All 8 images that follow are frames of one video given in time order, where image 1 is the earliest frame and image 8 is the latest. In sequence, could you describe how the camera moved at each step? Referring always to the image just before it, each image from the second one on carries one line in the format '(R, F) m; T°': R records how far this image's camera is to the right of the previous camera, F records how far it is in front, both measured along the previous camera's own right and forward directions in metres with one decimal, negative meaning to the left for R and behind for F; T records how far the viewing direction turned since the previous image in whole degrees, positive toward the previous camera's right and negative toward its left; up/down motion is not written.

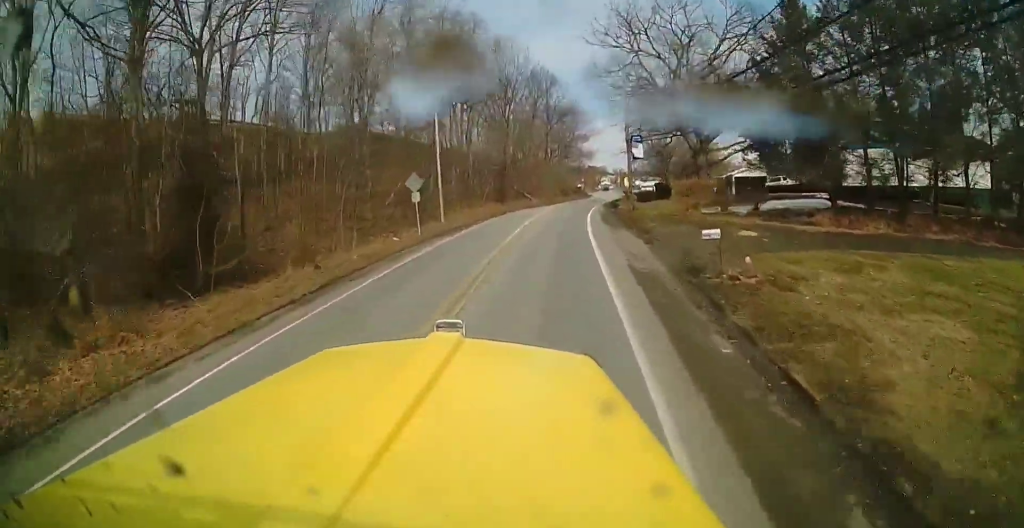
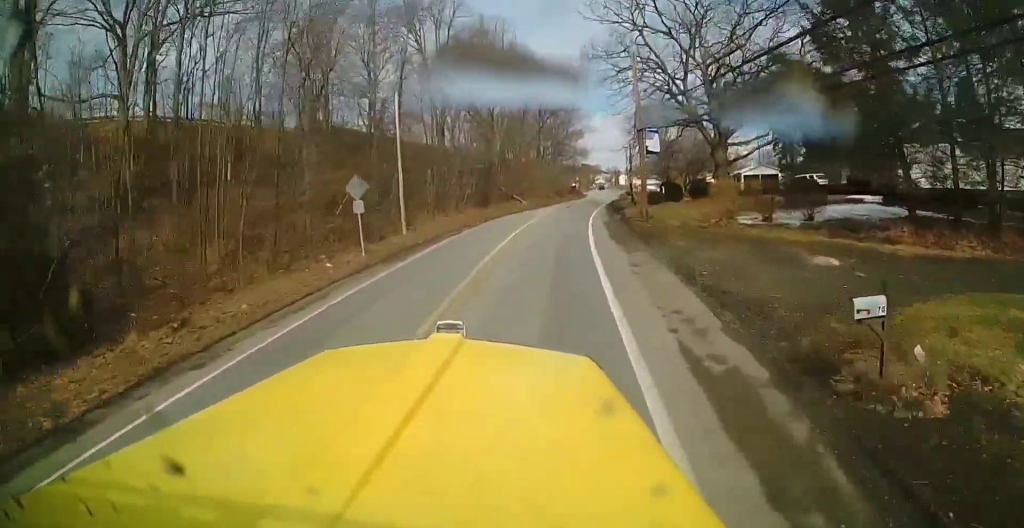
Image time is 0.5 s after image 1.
(0.0, +8.1) m; 0°
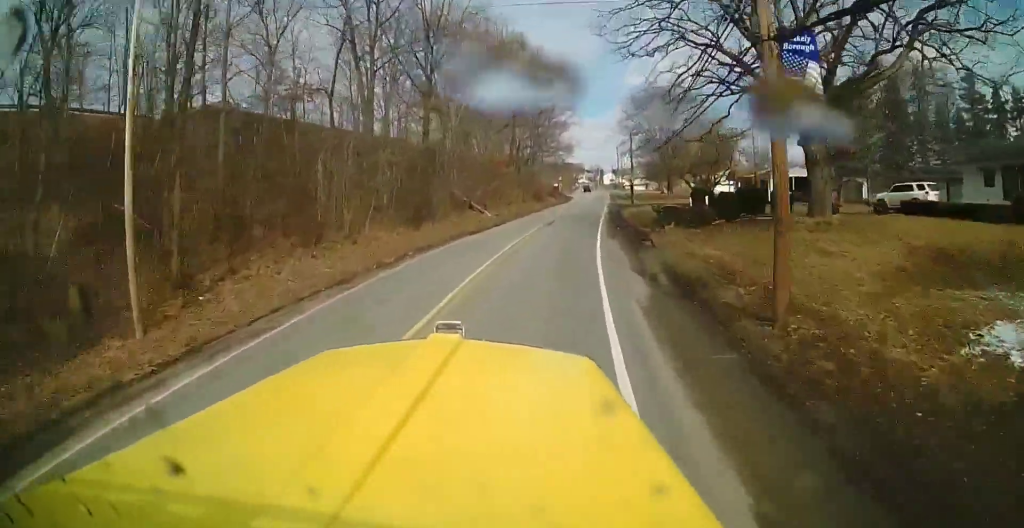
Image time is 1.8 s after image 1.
(+0.2, +19.6) m; +1°
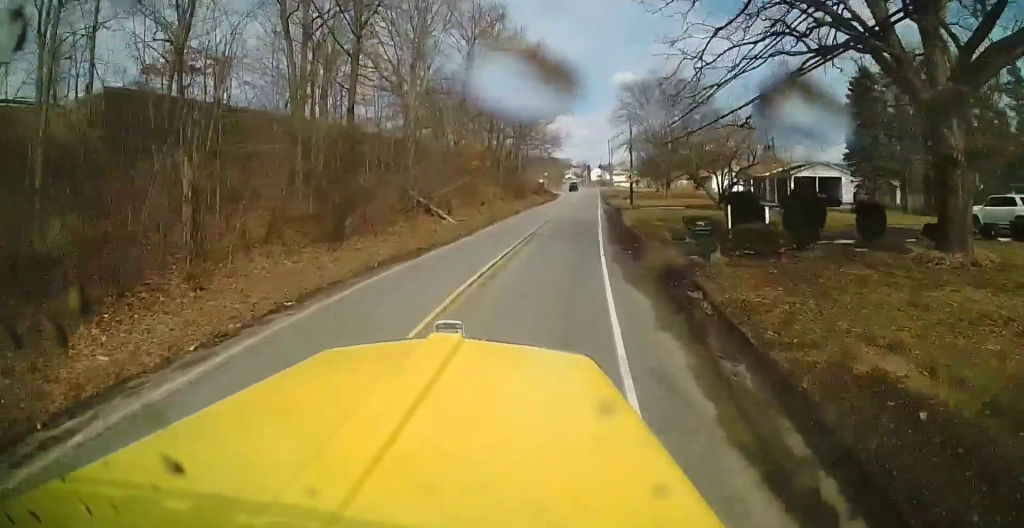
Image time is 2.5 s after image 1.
(0.0, +10.5) m; +1°
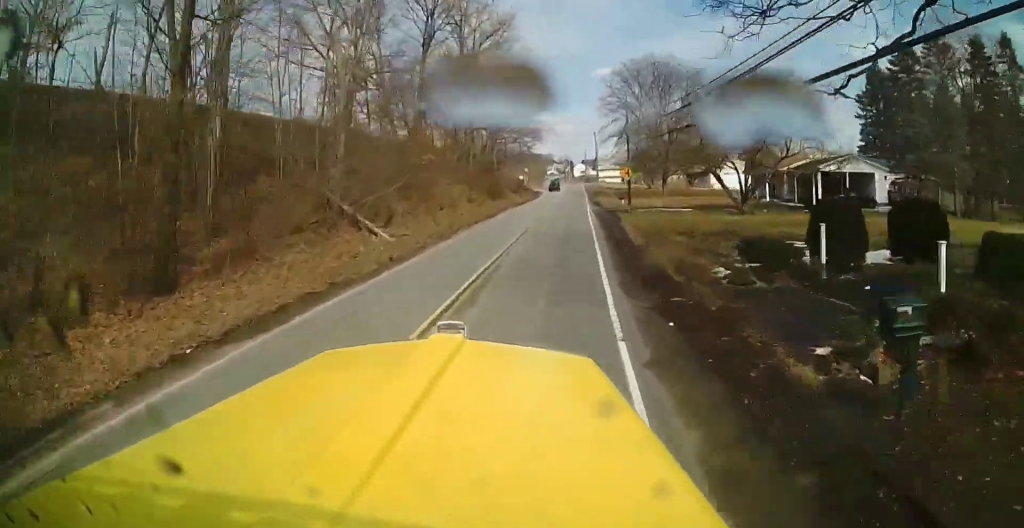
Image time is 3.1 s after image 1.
(+0.1, +10.6) m; +1°
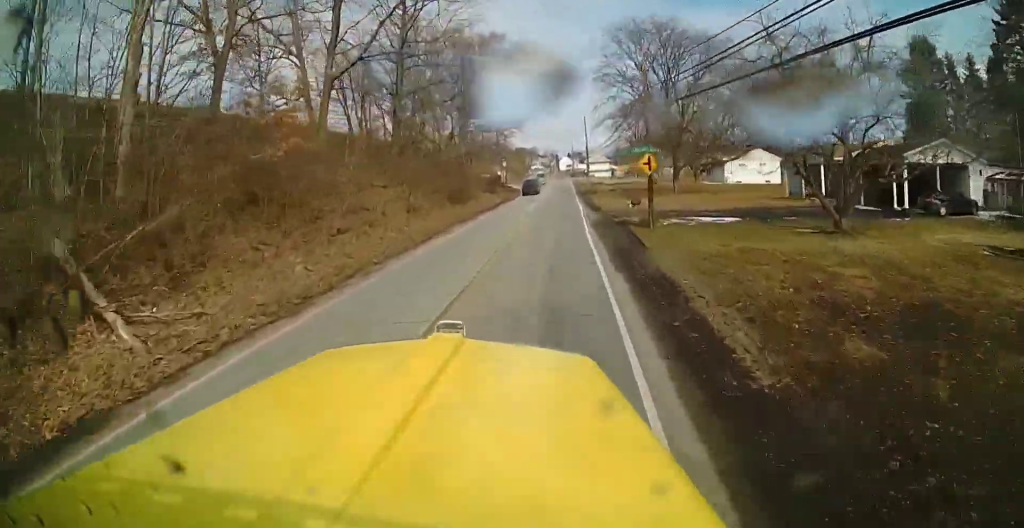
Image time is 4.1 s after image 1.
(+0.2, +16.2) m; +2°
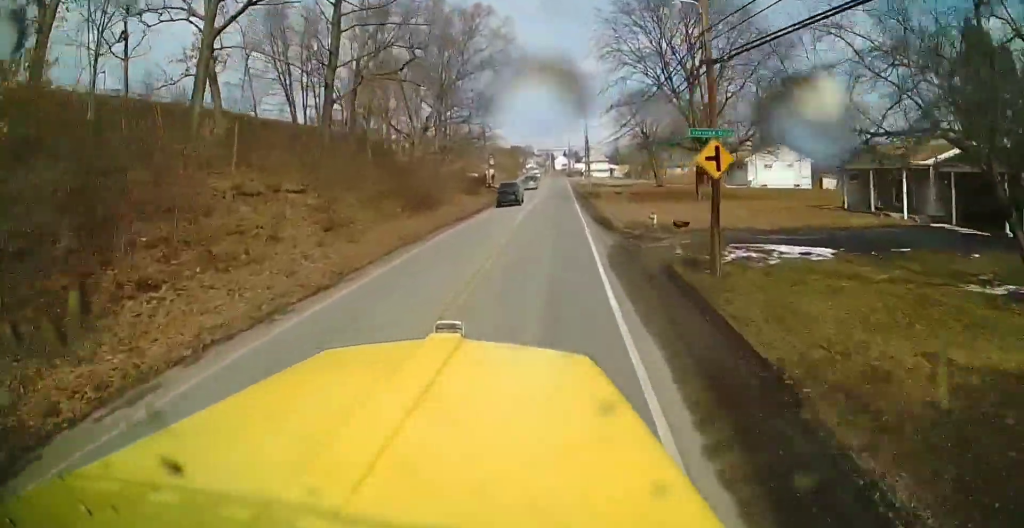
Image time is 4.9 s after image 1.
(0.0, +12.1) m; +2°
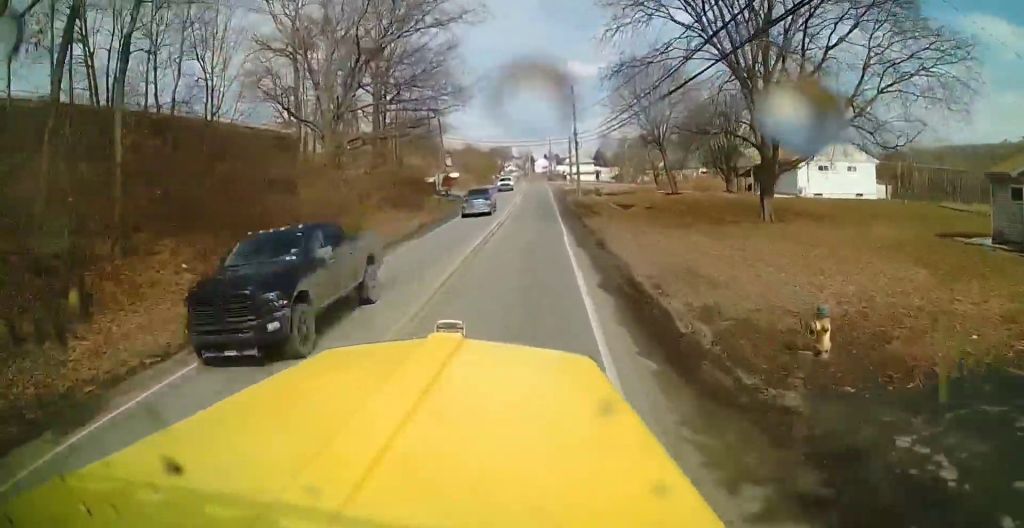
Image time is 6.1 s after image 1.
(+0.7, +19.7) m; +1°
